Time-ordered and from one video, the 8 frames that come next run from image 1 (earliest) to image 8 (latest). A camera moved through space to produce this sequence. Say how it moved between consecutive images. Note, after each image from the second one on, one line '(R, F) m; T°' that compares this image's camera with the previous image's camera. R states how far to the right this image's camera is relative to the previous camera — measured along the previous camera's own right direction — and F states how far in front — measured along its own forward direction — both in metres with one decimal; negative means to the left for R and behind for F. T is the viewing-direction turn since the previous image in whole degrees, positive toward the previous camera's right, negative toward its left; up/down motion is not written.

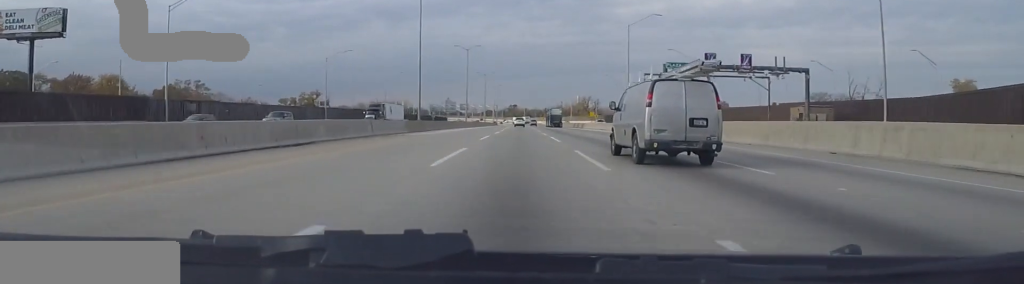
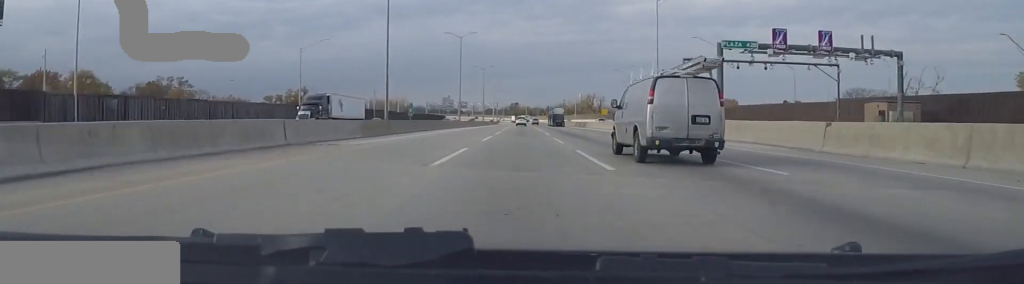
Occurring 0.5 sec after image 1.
(-0.1, +15.1) m; 0°
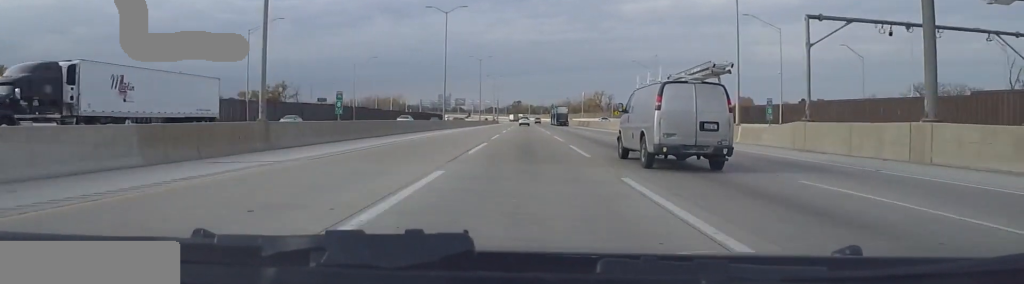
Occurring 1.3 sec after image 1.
(0.0, +21.8) m; 0°
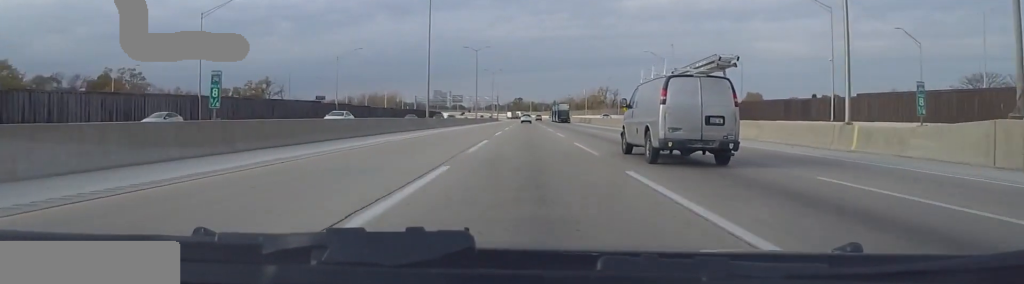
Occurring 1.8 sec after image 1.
(+0.3, +13.4) m; 0°
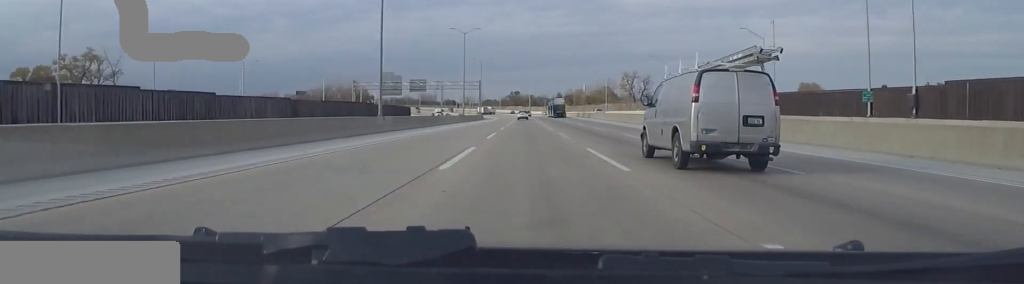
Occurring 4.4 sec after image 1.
(+0.1, +79.7) m; +1°
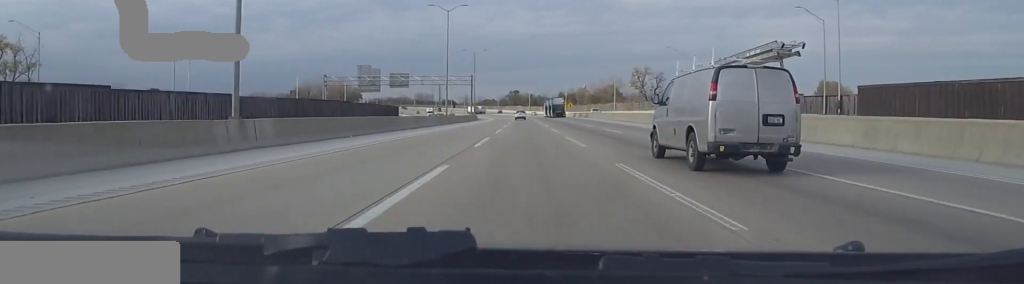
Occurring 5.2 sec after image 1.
(0.0, +22.8) m; 0°
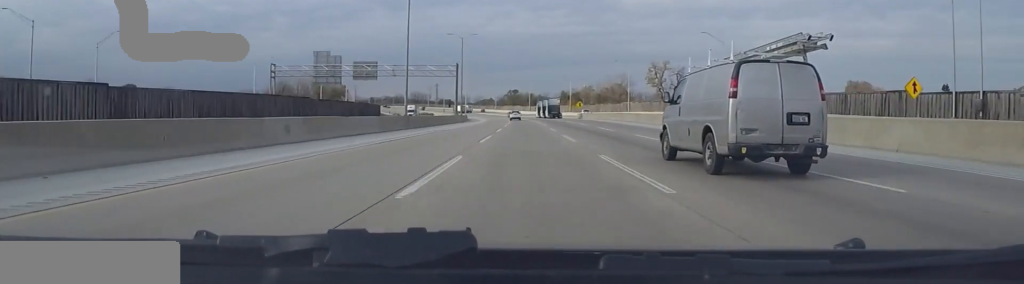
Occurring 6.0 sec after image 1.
(+0.1, +29.0) m; 0°
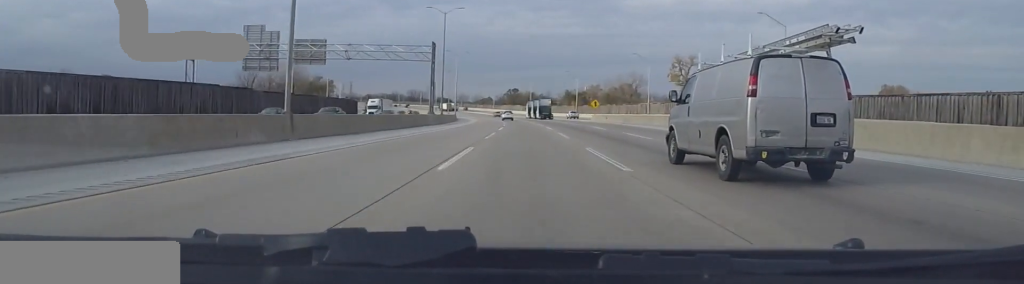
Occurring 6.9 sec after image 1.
(+0.2, +29.0) m; -2°
